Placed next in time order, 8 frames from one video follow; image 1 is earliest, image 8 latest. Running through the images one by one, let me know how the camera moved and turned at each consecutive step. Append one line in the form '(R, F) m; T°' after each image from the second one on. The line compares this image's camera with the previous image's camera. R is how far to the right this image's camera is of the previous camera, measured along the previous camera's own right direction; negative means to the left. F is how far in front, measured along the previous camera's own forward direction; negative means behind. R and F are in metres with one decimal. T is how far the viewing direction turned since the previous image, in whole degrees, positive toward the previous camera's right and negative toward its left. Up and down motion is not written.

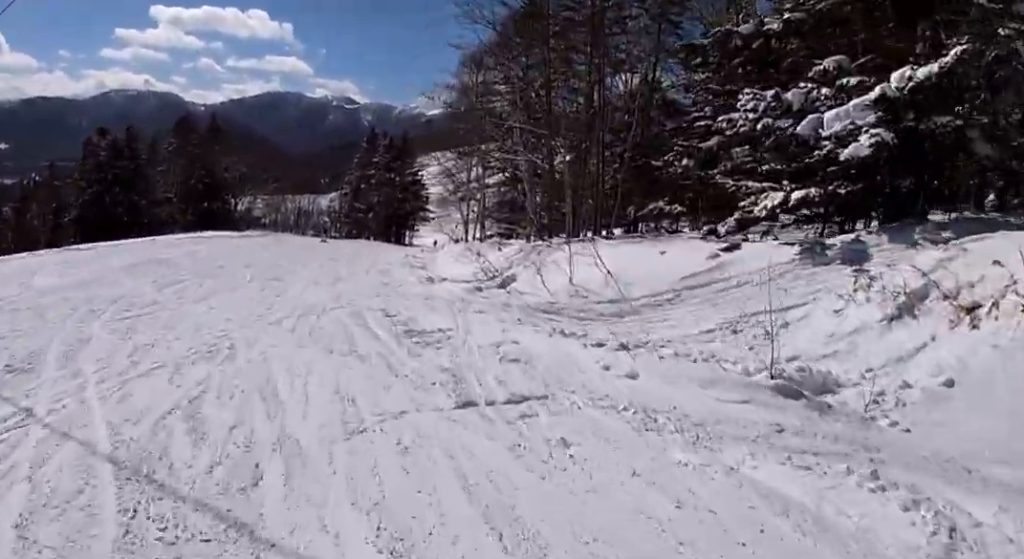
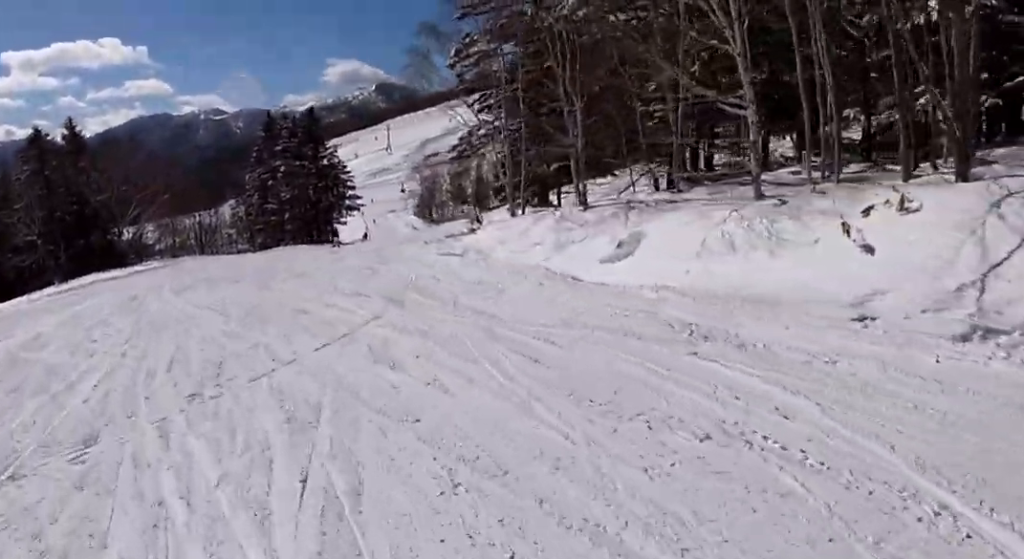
(-1.0, +17.4) m; 0°
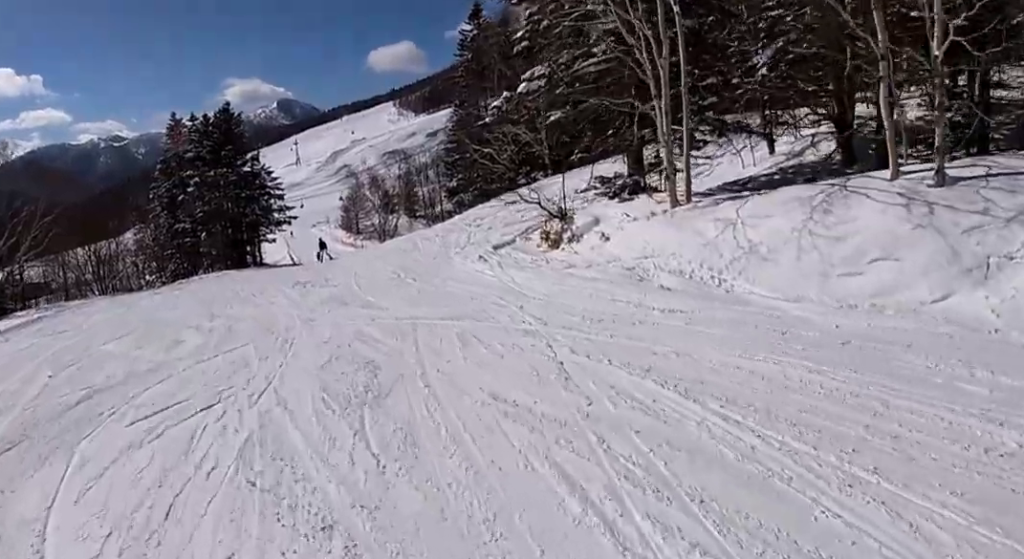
(+3.1, +12.8) m; +20°
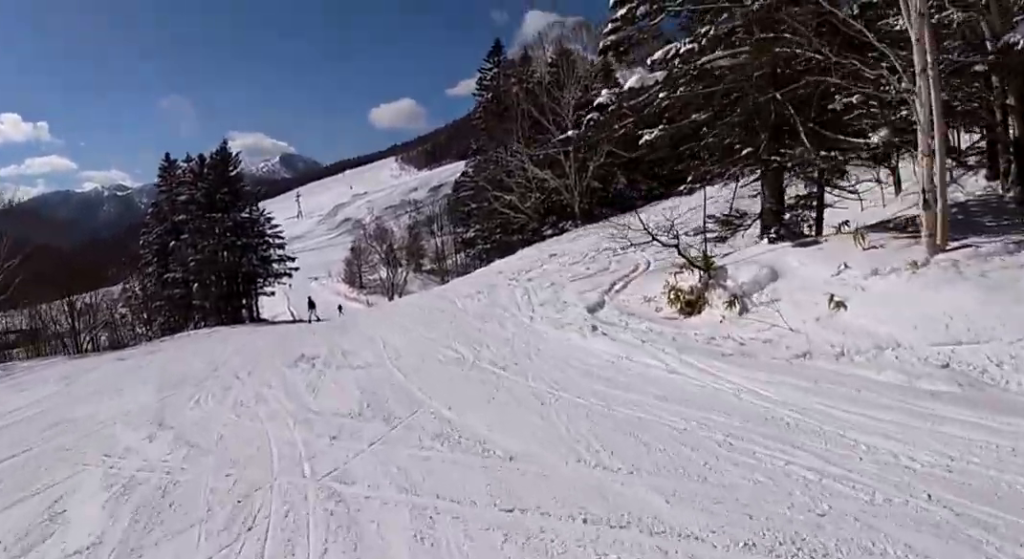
(-0.5, +6.7) m; -4°
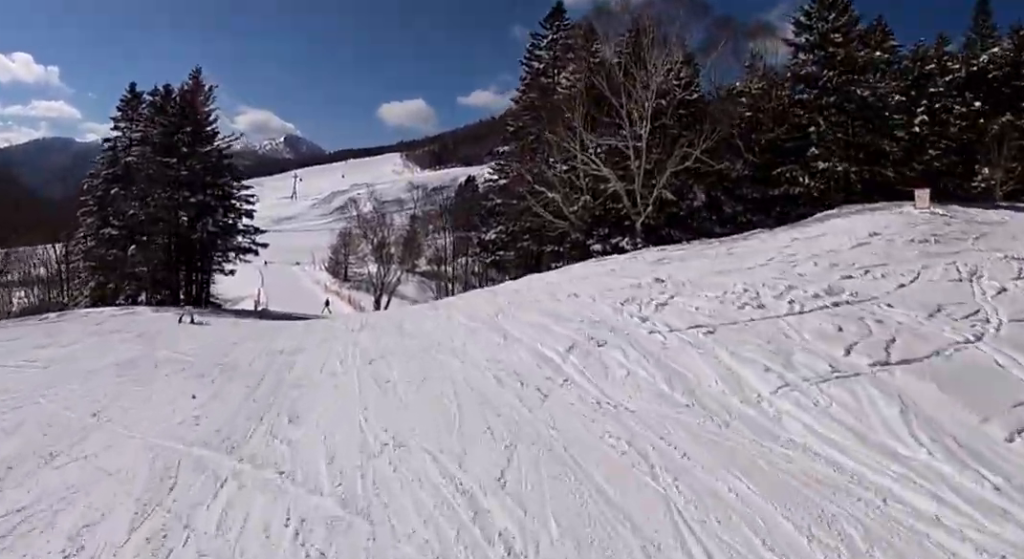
(-0.1, +12.7) m; +6°
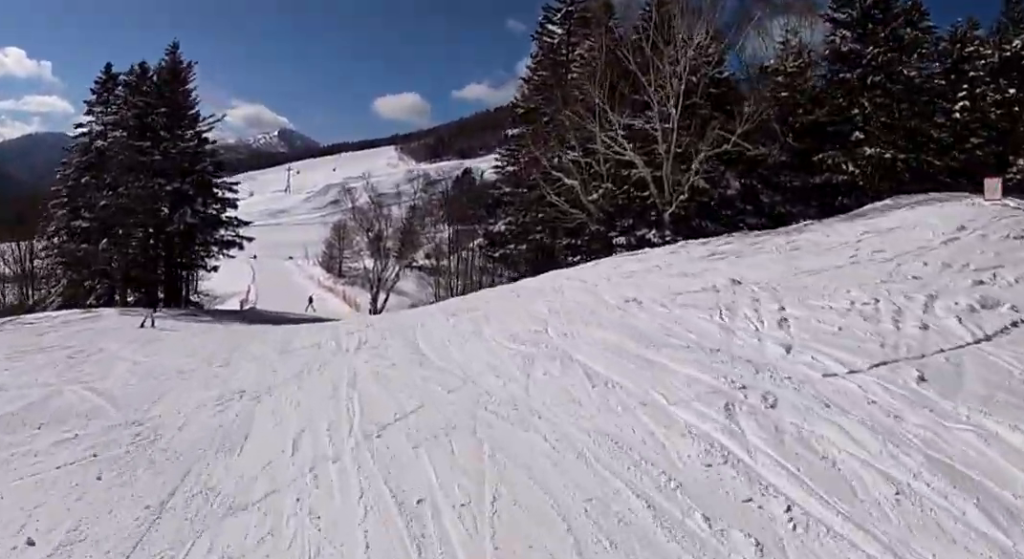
(+0.3, +4.1) m; +4°
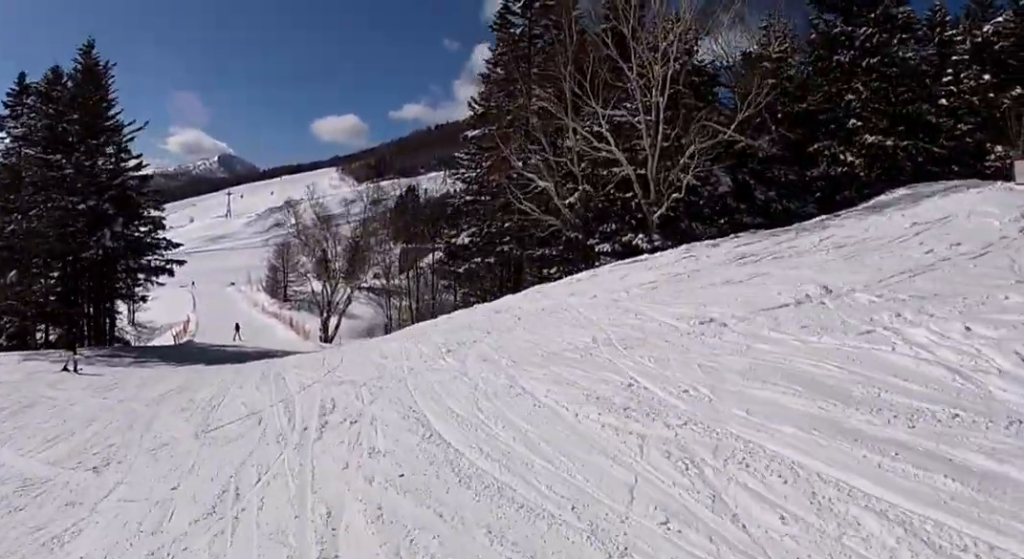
(+0.2, +4.6) m; 0°
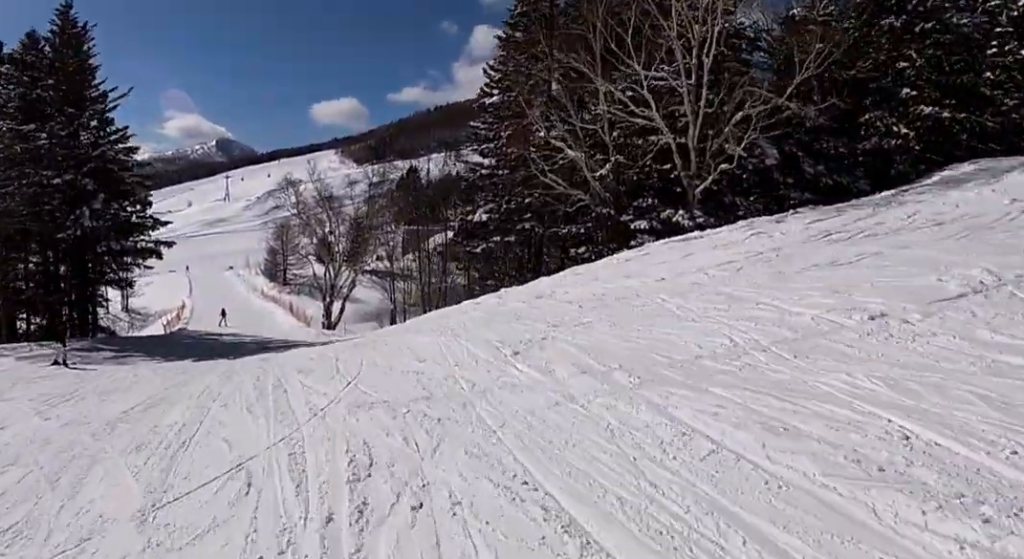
(+0.2, +3.1) m; -2°
